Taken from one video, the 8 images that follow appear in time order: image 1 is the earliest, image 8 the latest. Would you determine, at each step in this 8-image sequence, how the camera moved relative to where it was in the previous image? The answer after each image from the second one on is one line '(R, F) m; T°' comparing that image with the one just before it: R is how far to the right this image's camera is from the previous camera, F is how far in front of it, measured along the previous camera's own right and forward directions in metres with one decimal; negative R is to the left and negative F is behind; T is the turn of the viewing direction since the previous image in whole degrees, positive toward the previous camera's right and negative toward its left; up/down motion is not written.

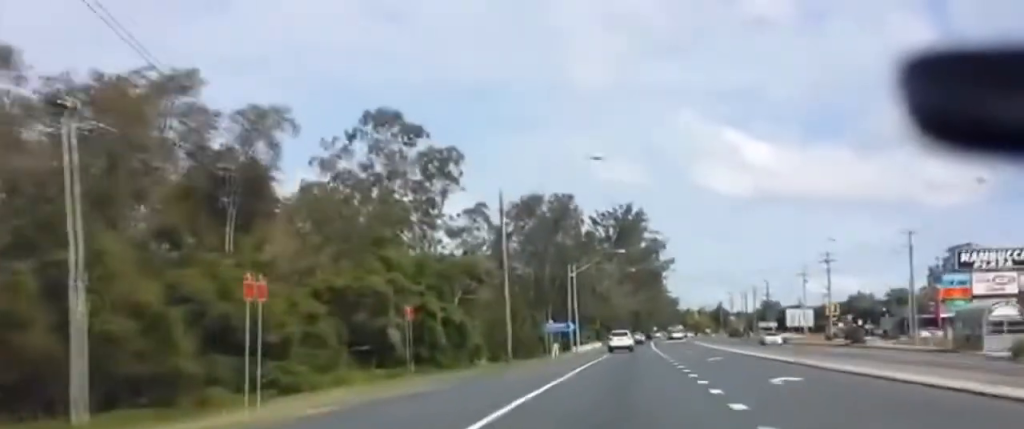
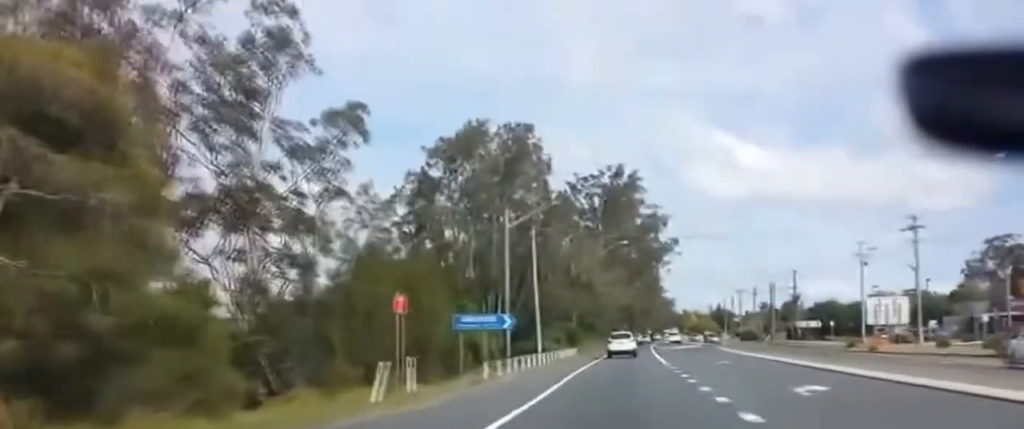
(+0.3, +44.6) m; -1°
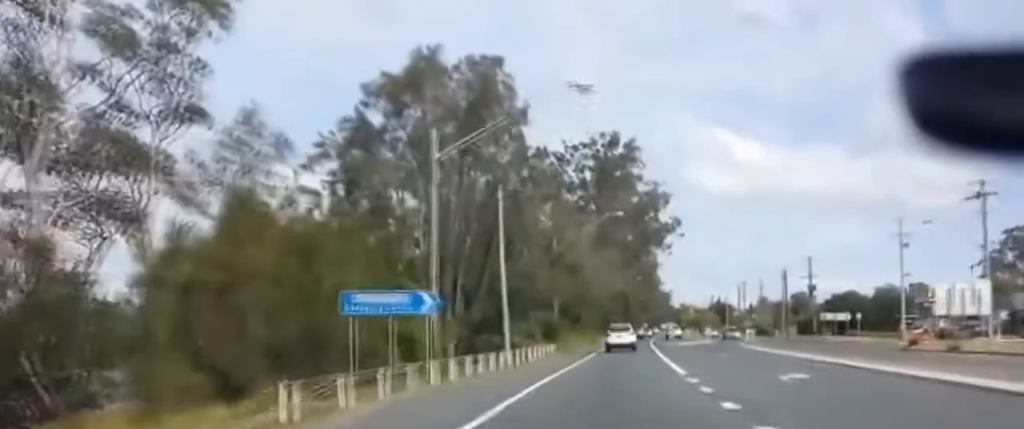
(-0.2, +18.5) m; +1°
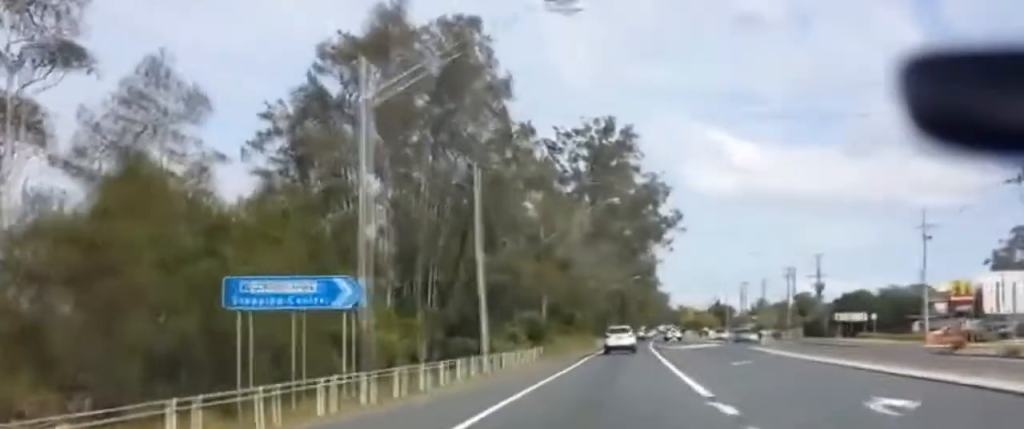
(+0.2, +8.3) m; +1°
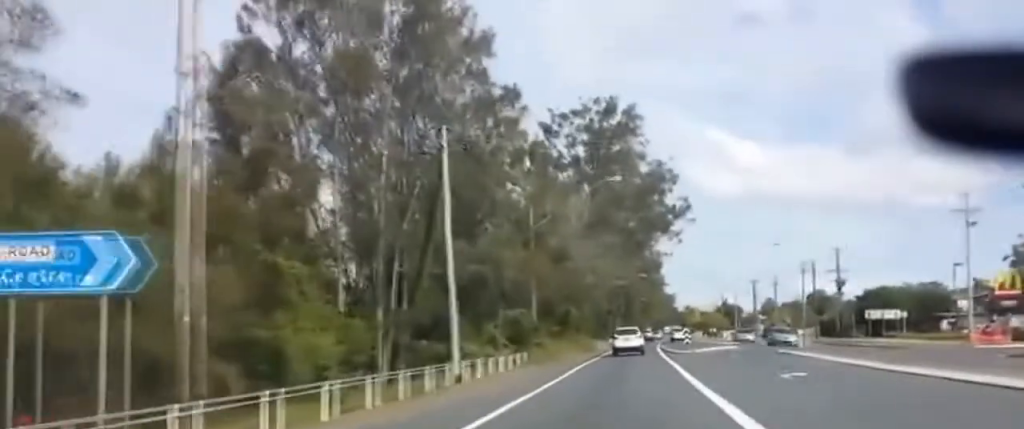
(0.0, +9.9) m; +1°
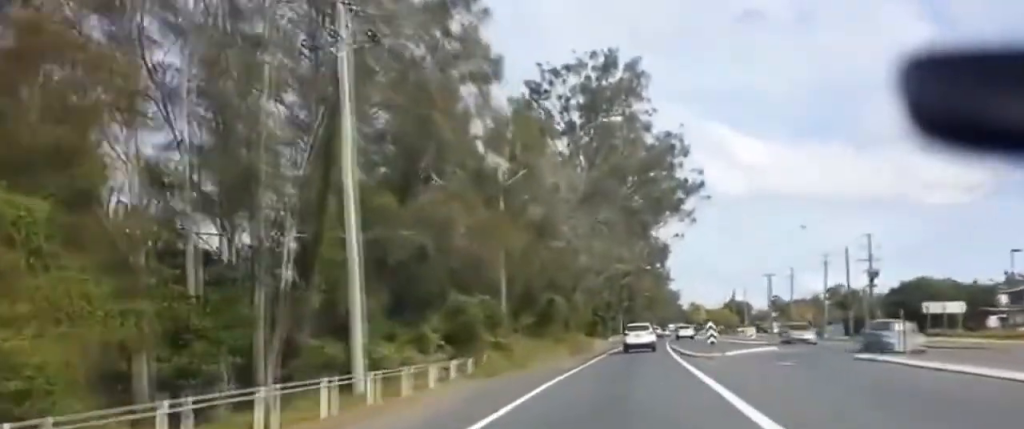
(0.0, +15.4) m; +1°
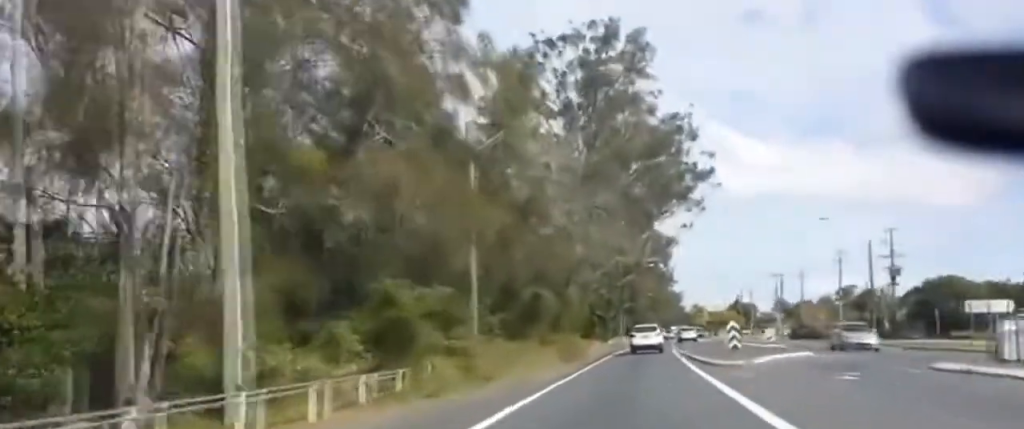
(+0.2, +8.2) m; 0°
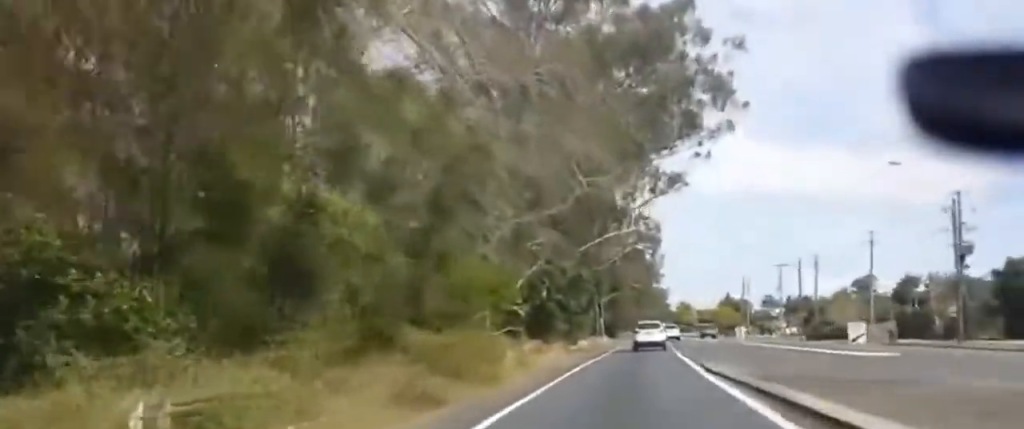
(-0.8, +27.5) m; -2°
